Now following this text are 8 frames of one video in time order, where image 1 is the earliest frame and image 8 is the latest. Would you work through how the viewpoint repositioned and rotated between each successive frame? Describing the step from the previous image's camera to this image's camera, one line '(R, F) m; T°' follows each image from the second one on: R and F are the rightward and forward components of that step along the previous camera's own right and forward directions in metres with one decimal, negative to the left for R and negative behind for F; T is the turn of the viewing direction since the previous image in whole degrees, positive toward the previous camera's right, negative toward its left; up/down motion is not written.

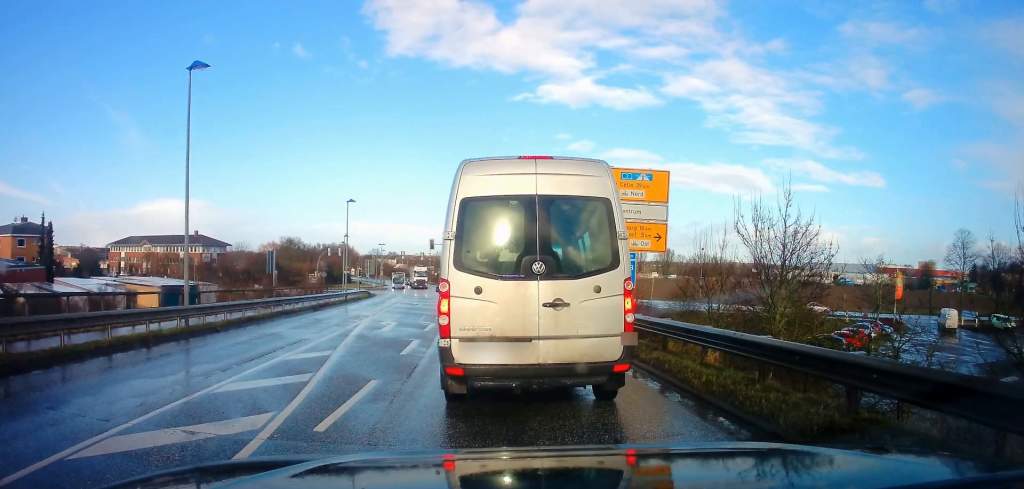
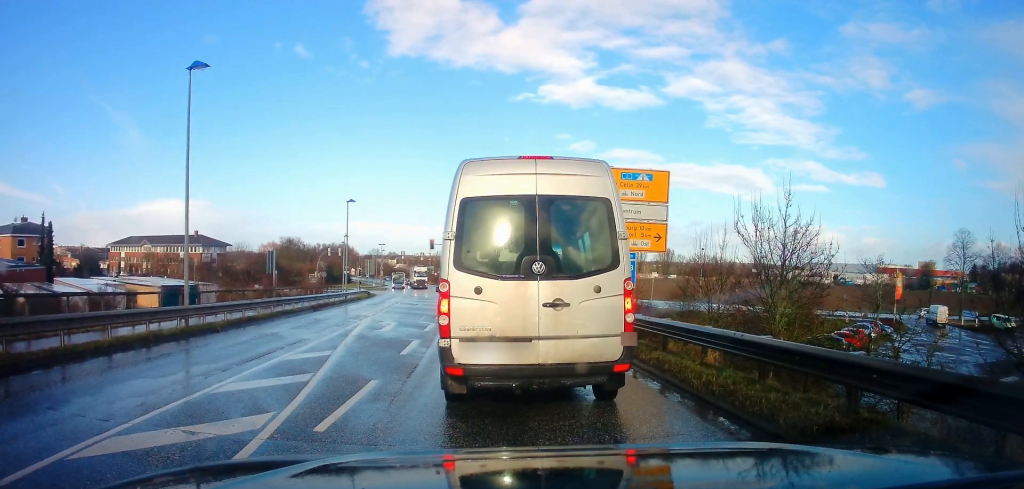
(0.0, 0.0) m; 0°
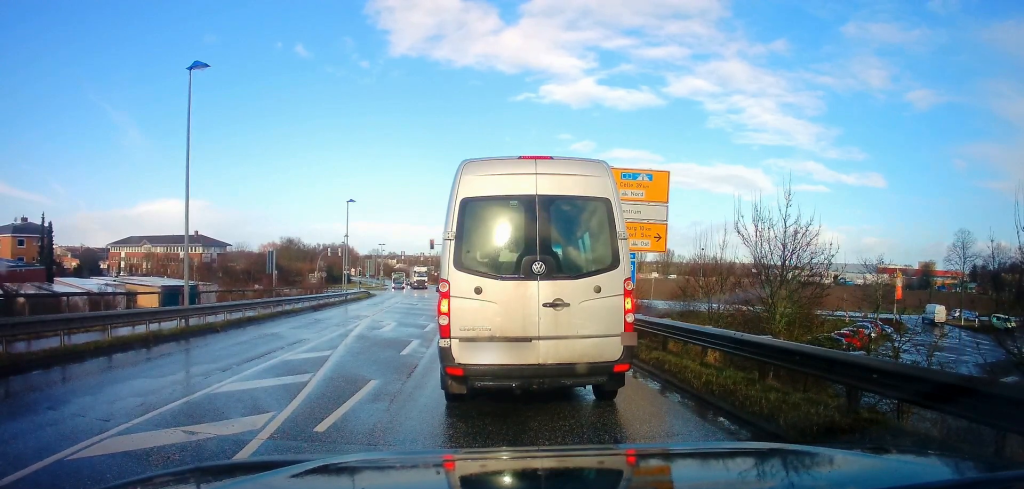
(0.0, 0.0) m; 0°
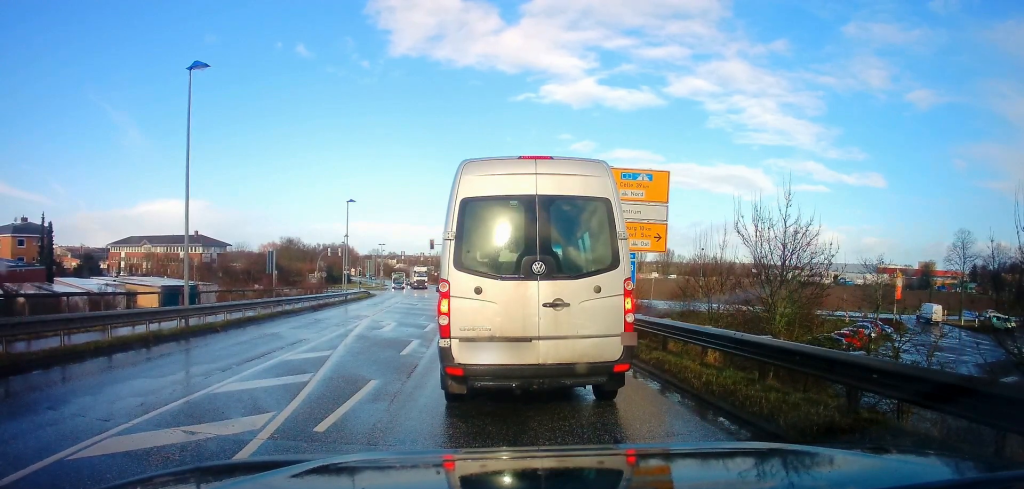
(0.0, 0.0) m; 0°
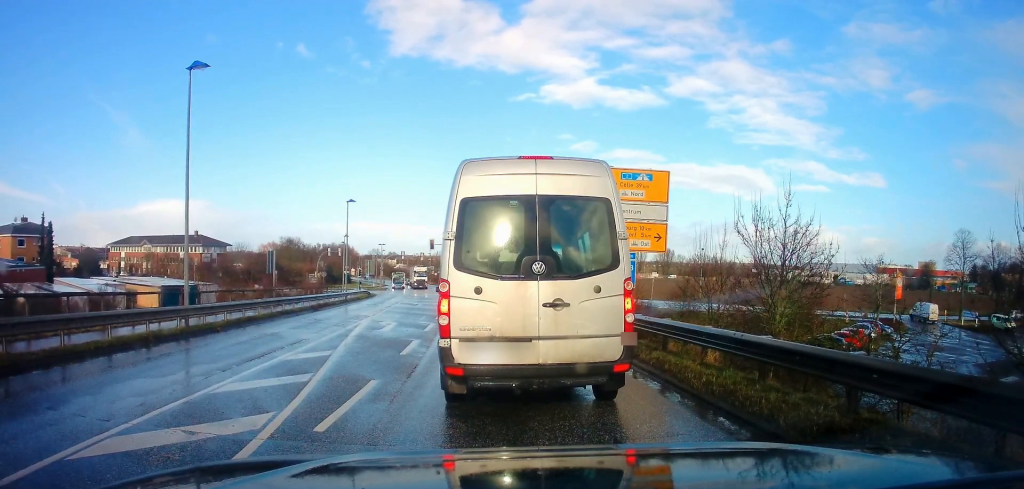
(0.0, 0.0) m; 0°
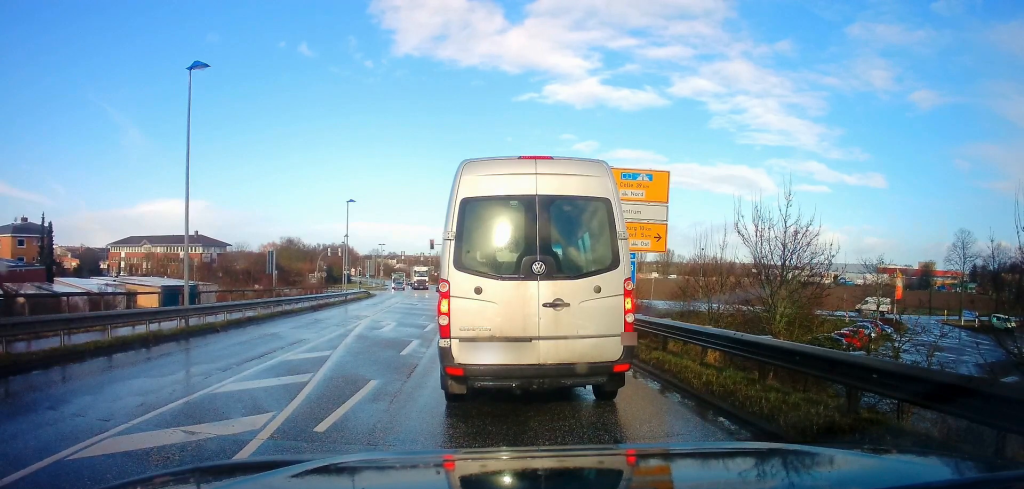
(0.0, 0.0) m; 0°
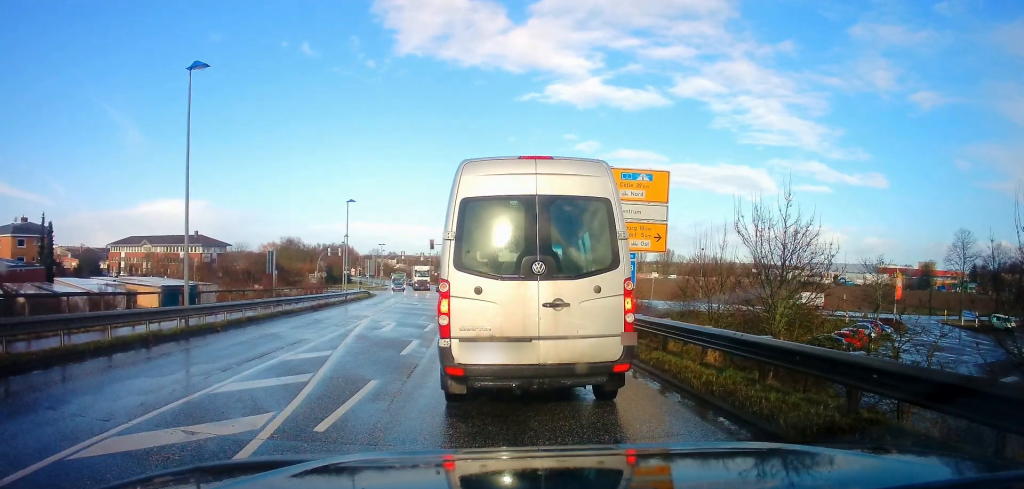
(0.0, 0.0) m; 0°
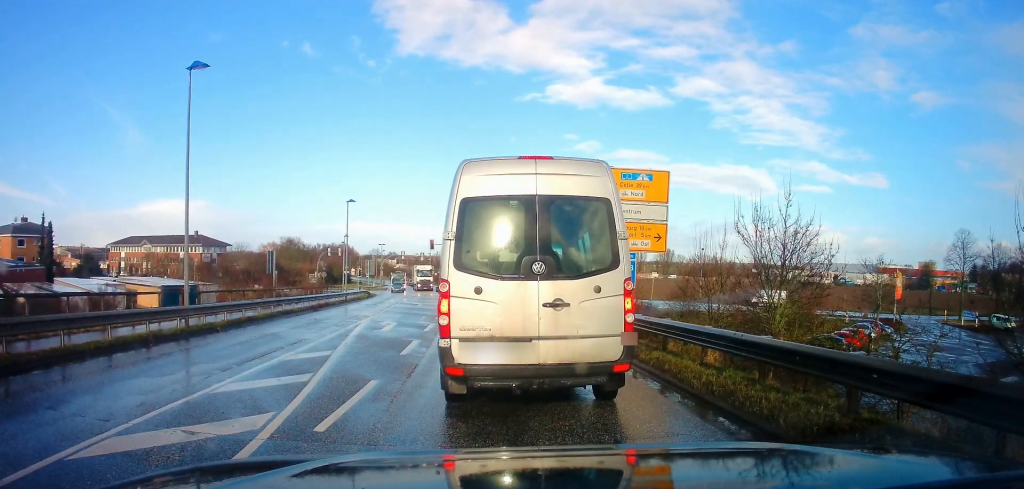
(0.0, 0.0) m; 0°
